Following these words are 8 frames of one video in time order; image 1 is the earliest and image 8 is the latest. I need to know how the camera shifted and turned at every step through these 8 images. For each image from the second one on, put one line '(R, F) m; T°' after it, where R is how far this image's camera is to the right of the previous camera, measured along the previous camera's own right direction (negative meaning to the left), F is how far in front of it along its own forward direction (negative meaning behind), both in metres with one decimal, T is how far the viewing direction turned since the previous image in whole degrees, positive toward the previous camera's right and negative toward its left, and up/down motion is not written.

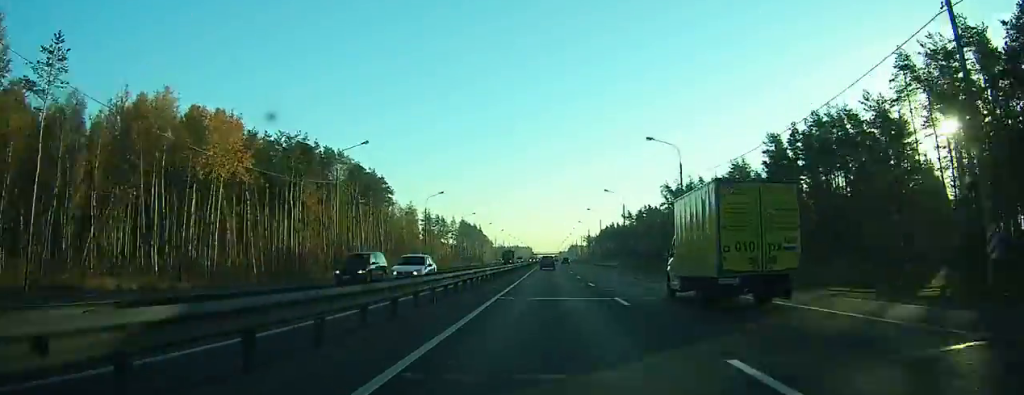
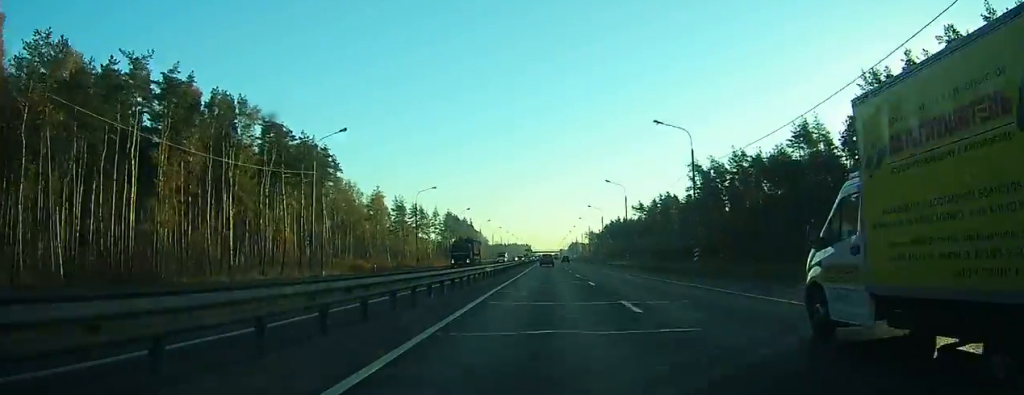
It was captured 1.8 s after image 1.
(+0.1, +39.8) m; 0°
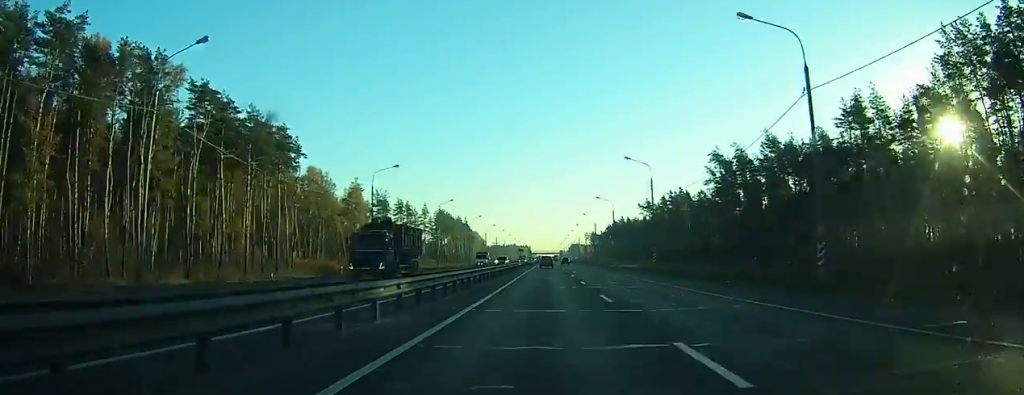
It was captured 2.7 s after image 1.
(0.0, +19.6) m; 0°
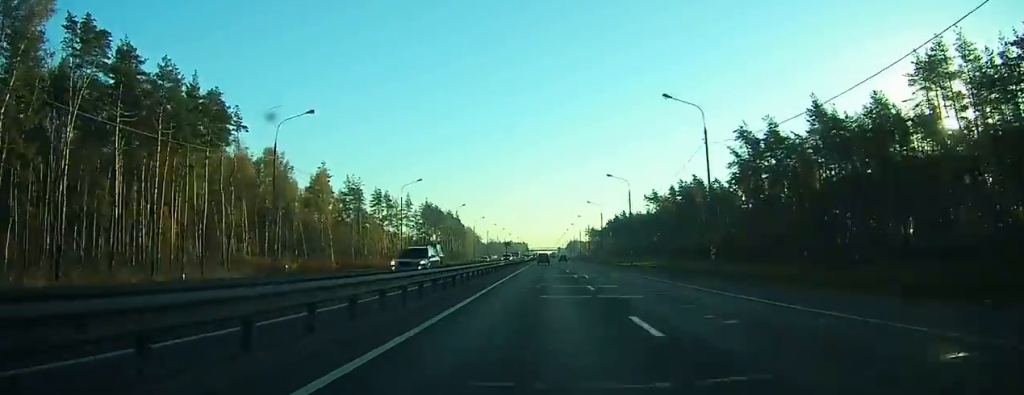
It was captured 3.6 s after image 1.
(0.0, +21.2) m; 0°
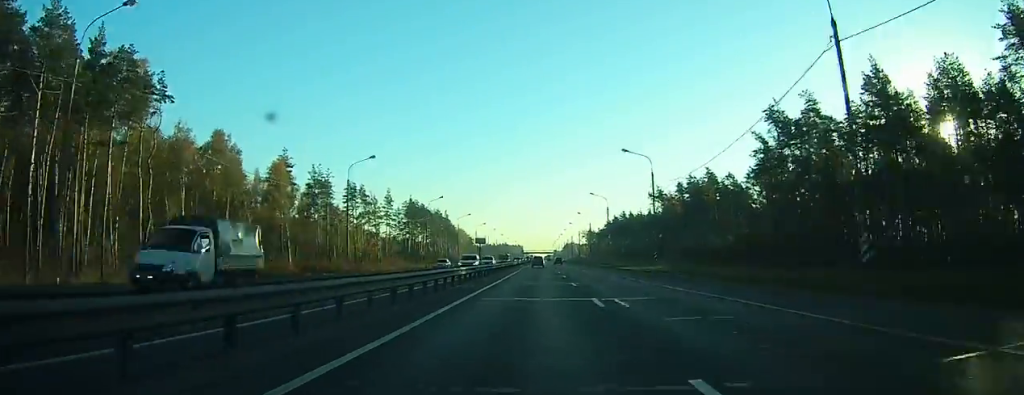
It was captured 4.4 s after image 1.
(0.0, +19.5) m; 0°
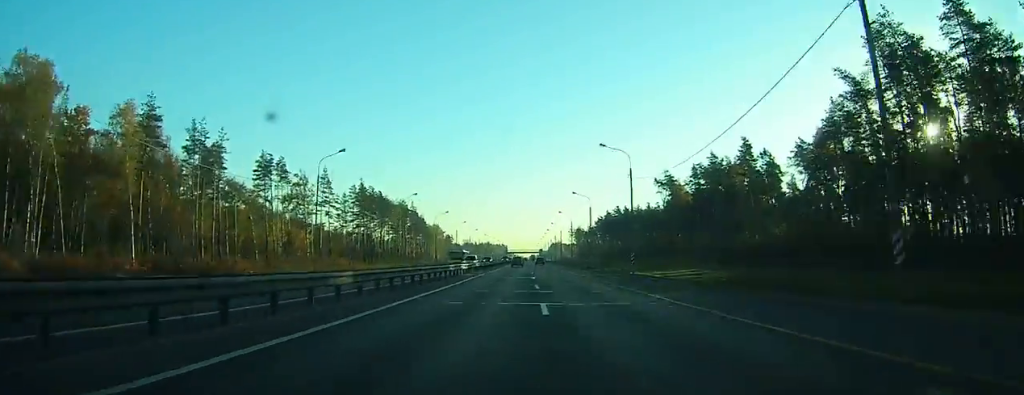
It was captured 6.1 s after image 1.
(+0.1, +40.5) m; 0°
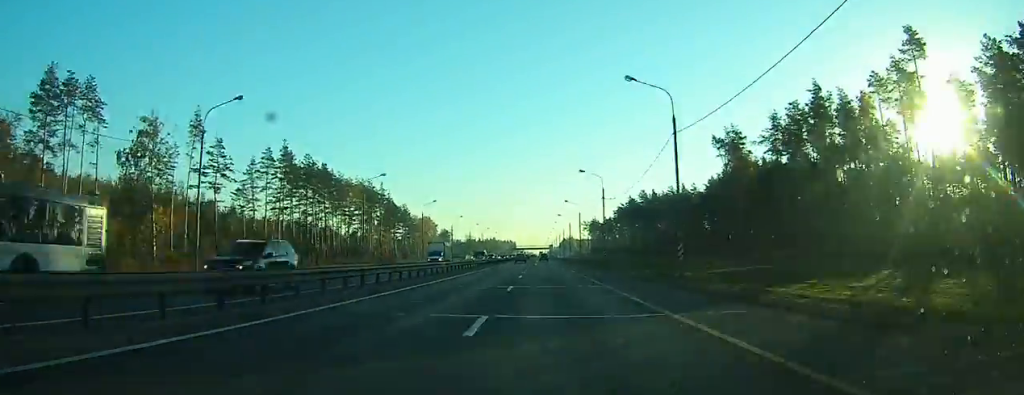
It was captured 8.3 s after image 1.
(+0.1, +53.9) m; 0°
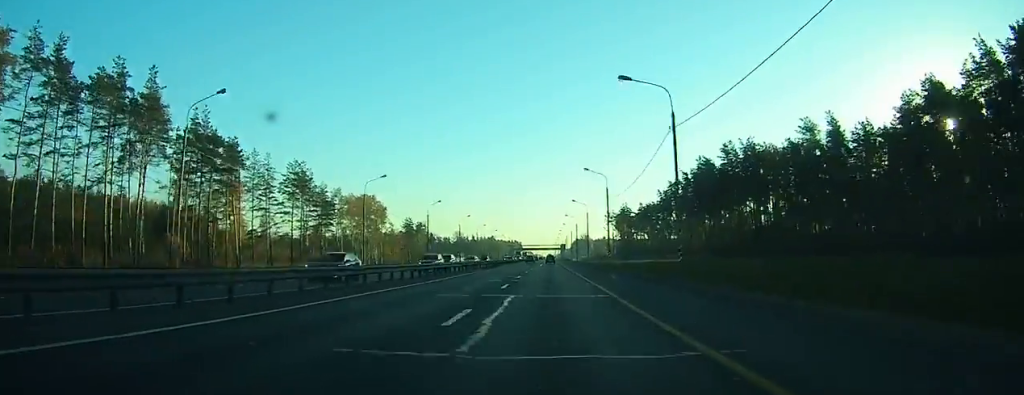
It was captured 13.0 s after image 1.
(-0.5, +103.9) m; 0°
